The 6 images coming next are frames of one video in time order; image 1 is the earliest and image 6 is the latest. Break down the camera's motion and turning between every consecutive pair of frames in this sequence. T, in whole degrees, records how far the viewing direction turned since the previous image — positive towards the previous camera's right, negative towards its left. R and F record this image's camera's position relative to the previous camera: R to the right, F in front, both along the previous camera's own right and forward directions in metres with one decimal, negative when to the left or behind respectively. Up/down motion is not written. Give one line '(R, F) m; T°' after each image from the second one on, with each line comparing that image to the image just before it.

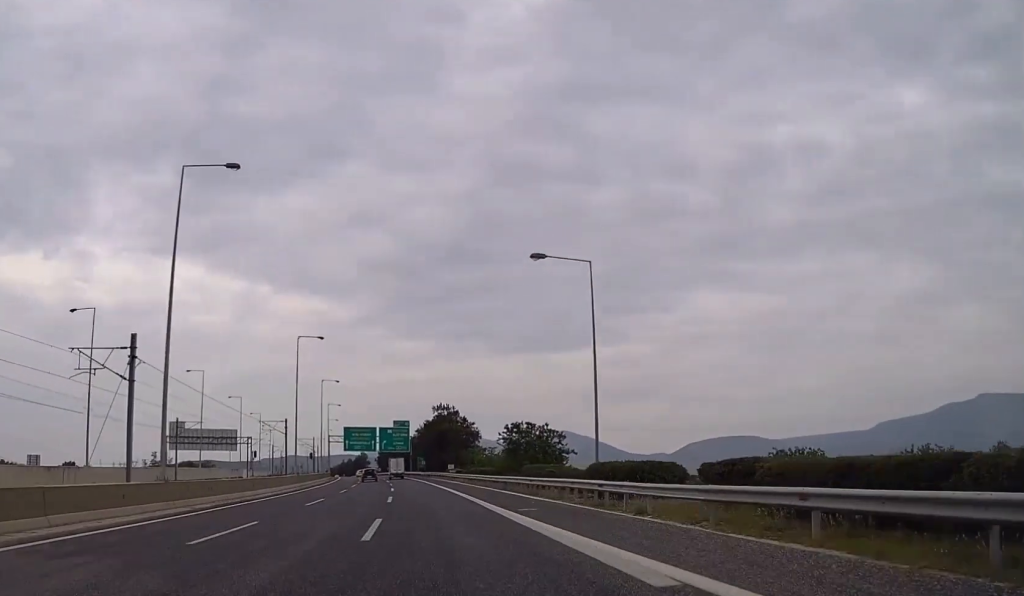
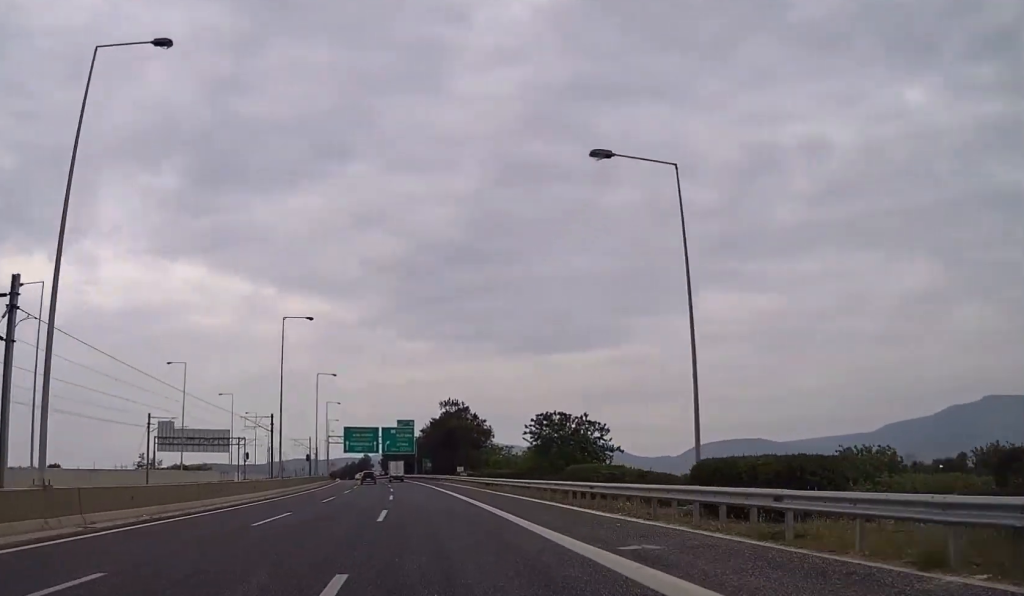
(0.0, +11.4) m; 0°
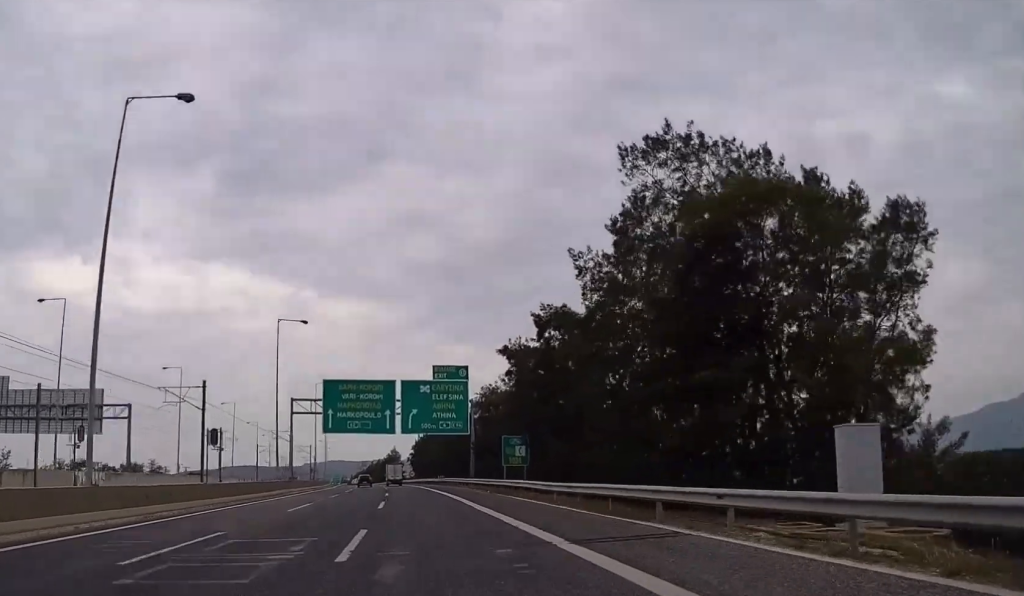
(-2.0, +82.4) m; -3°
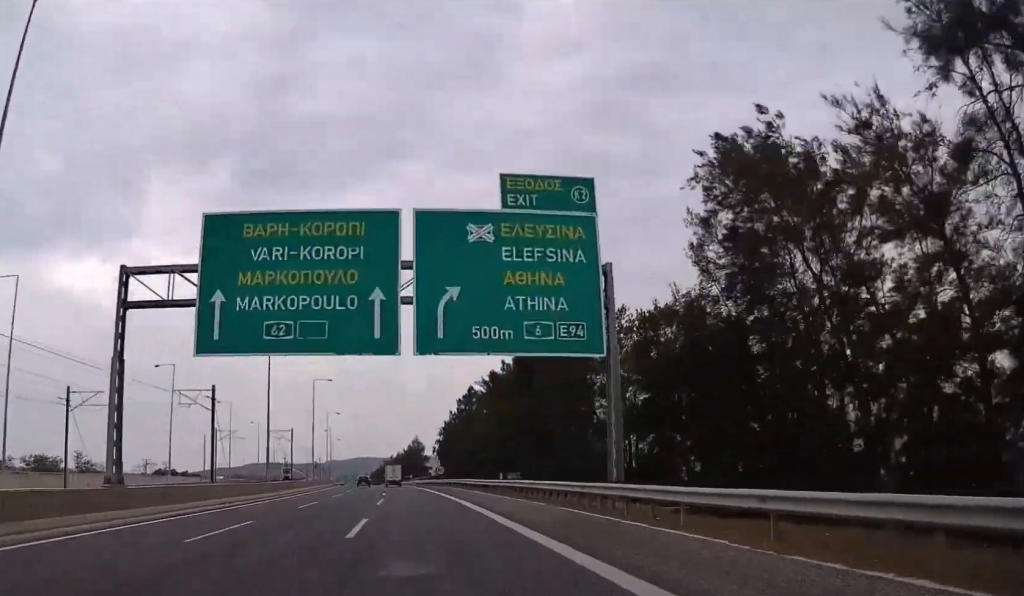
(-0.8, +49.3) m; -2°
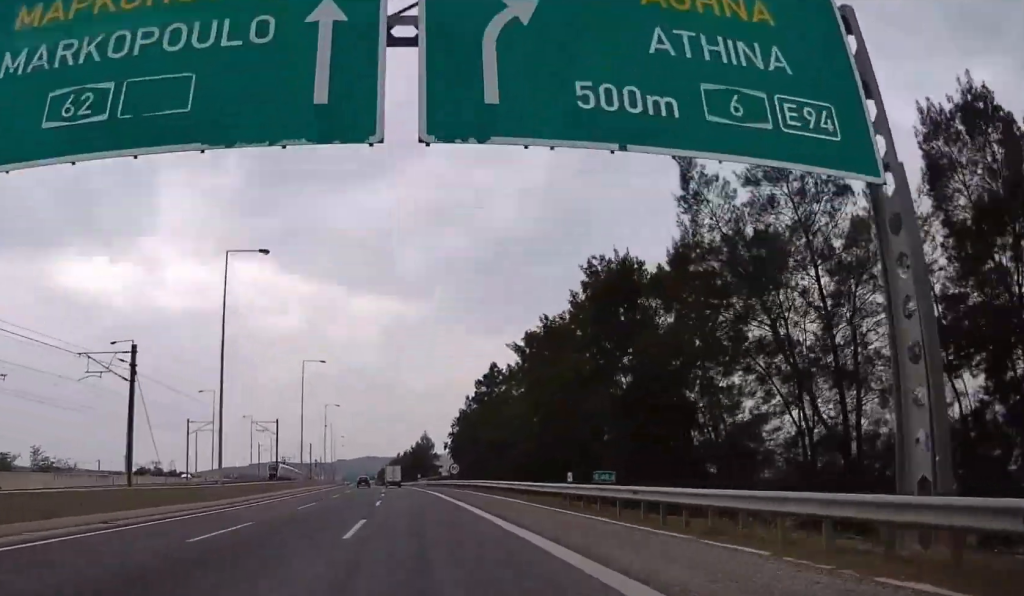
(0.0, +18.0) m; -1°
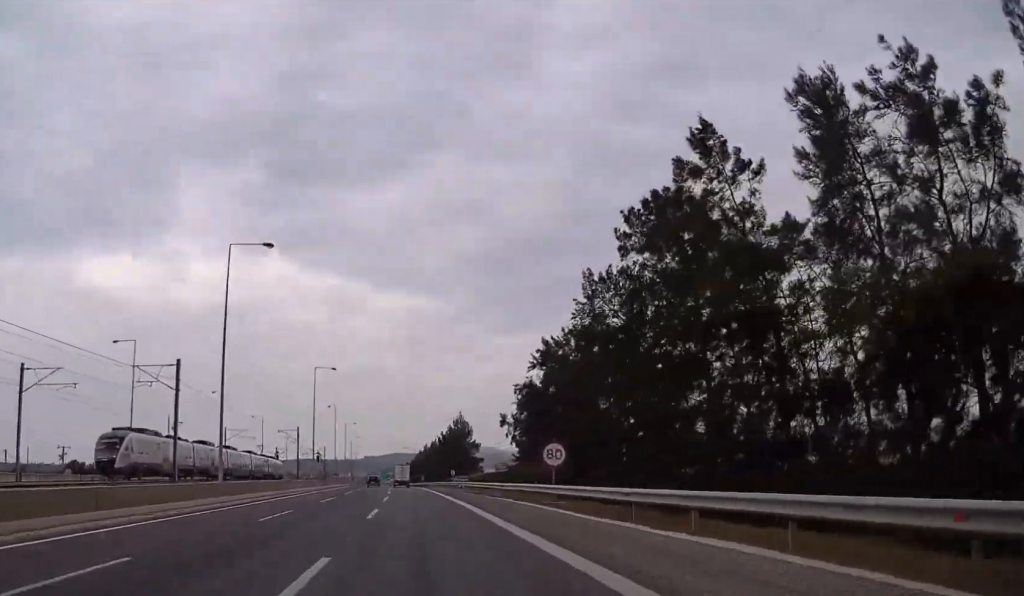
(-1.0, +46.5) m; -2°
